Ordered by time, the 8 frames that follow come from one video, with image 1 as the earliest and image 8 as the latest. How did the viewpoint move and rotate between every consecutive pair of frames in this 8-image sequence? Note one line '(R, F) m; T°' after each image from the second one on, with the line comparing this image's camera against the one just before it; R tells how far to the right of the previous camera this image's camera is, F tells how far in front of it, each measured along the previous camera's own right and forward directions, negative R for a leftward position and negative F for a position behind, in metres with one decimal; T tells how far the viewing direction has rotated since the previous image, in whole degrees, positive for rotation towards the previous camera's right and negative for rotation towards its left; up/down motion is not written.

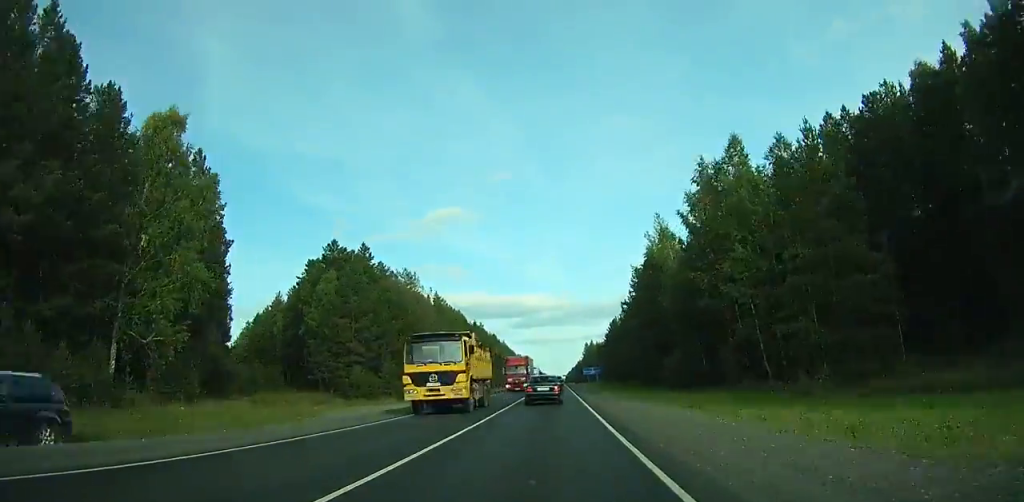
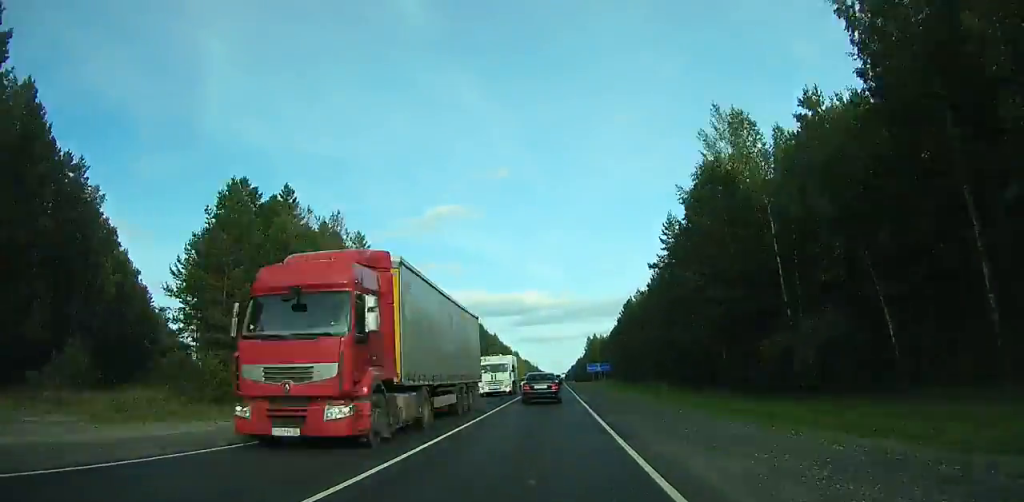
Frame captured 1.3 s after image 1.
(+0.2, +28.6) m; 0°
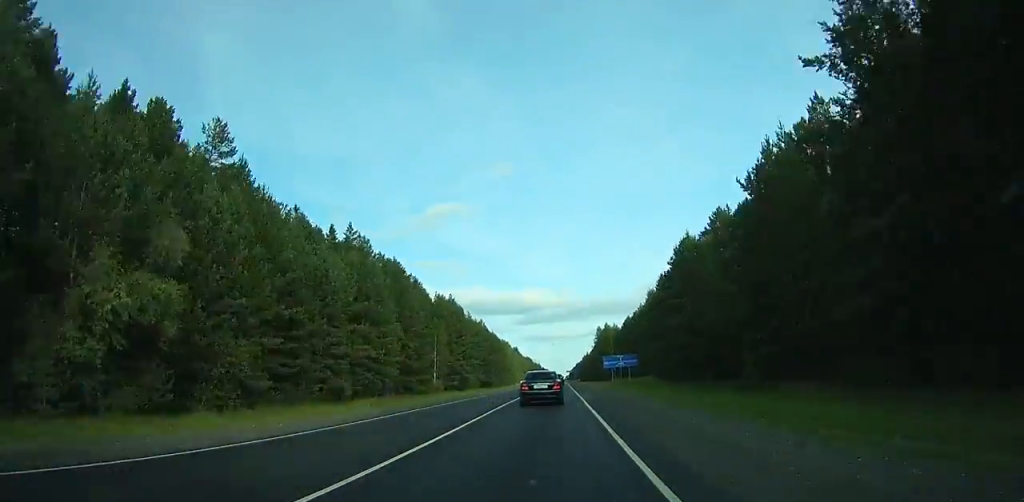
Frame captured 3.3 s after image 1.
(-0.2, +43.5) m; +1°
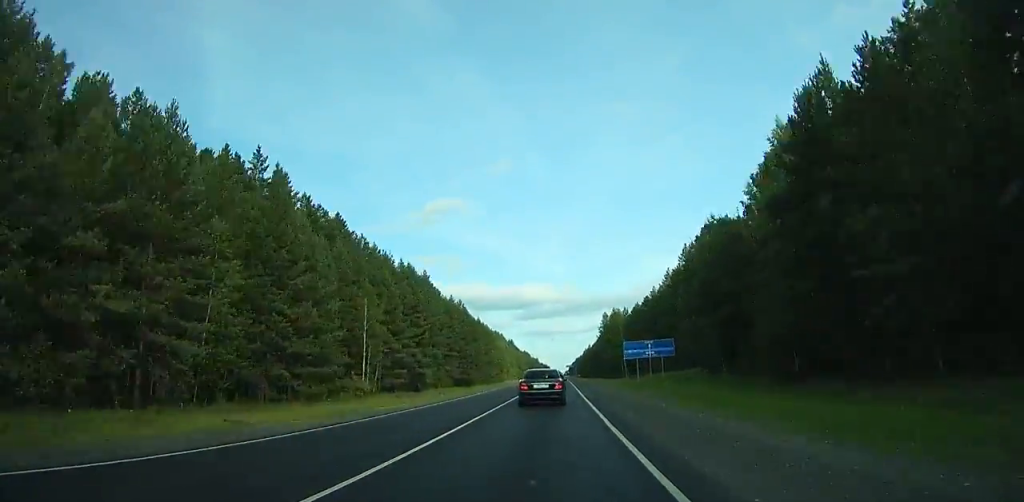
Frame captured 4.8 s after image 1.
(+0.1, +32.3) m; 0°
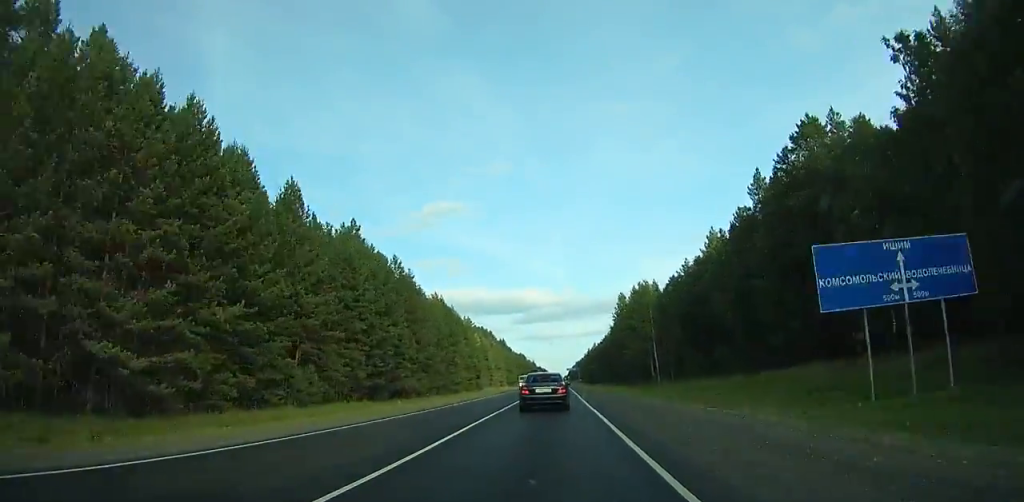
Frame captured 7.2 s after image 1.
(+1.6, +50.9) m; -1°
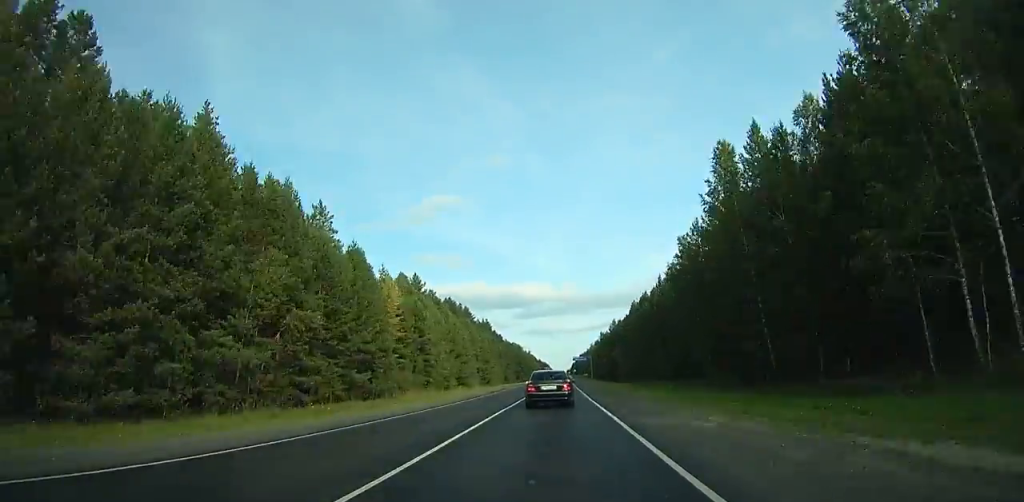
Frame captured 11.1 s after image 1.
(-3.6, +78.0) m; -1°
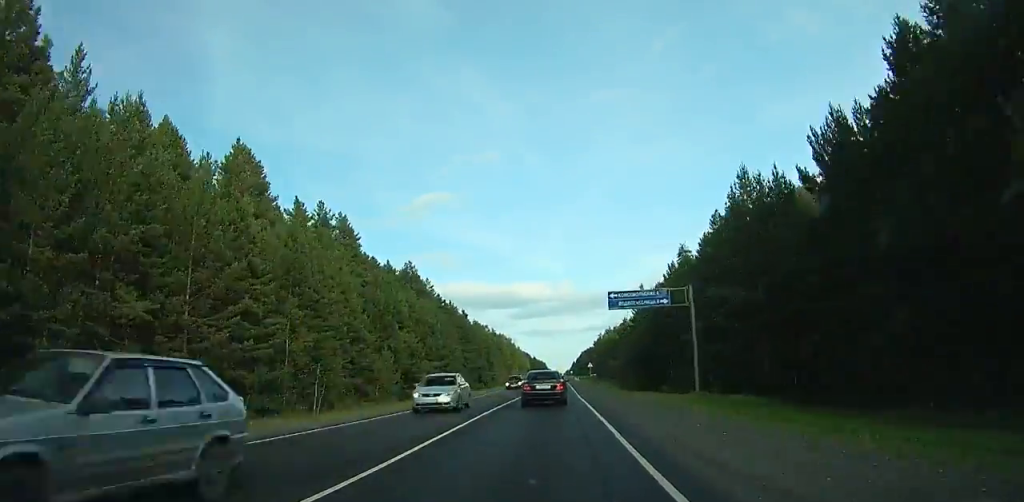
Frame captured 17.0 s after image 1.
(+2.4, +118.6) m; +1°
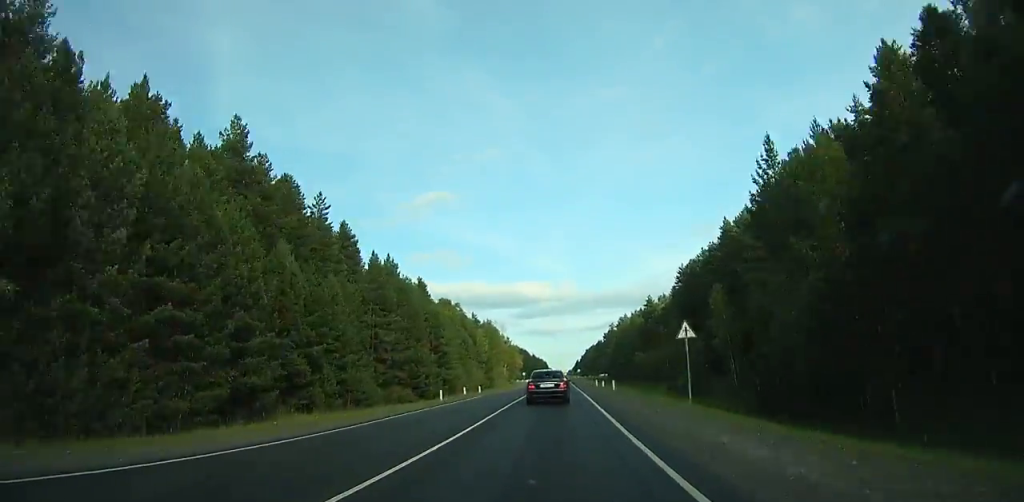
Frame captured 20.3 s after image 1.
(-0.5, +67.7) m; -1°
